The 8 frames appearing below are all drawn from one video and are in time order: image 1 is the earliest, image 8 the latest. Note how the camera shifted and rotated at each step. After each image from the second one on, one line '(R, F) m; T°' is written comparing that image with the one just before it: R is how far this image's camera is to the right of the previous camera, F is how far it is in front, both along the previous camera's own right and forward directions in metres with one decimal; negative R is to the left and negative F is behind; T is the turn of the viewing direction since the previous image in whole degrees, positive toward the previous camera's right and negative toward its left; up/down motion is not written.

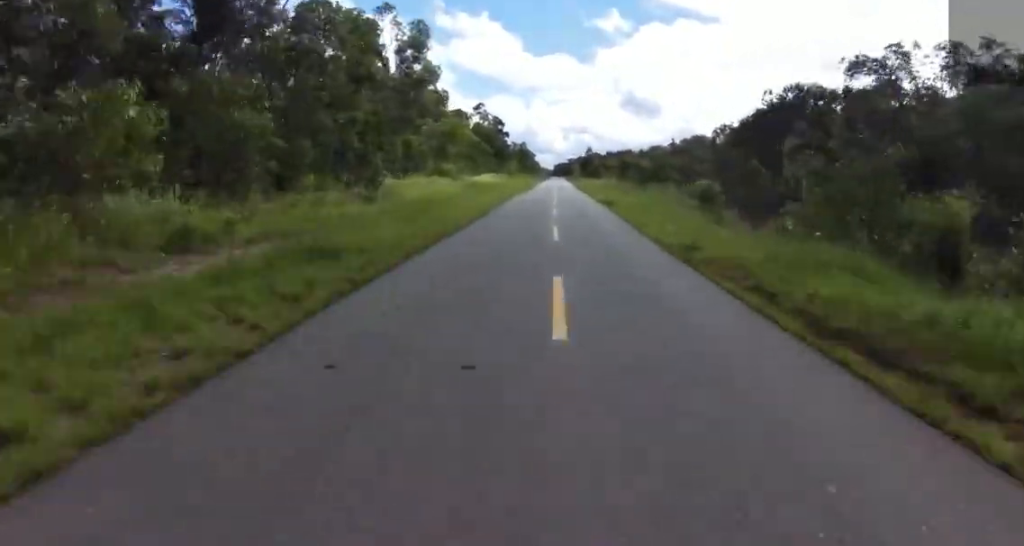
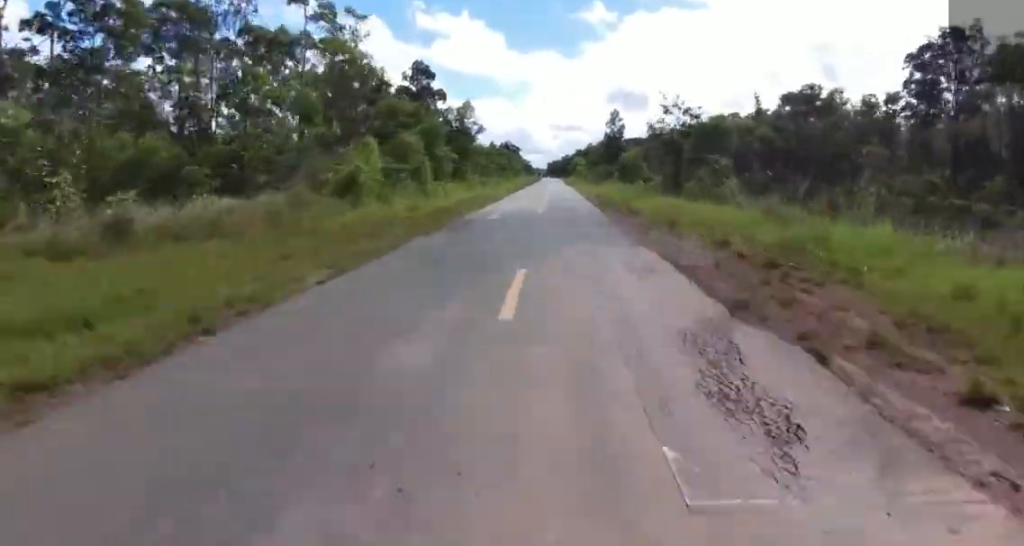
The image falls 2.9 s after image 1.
(-0.2, +85.7) m; +2°
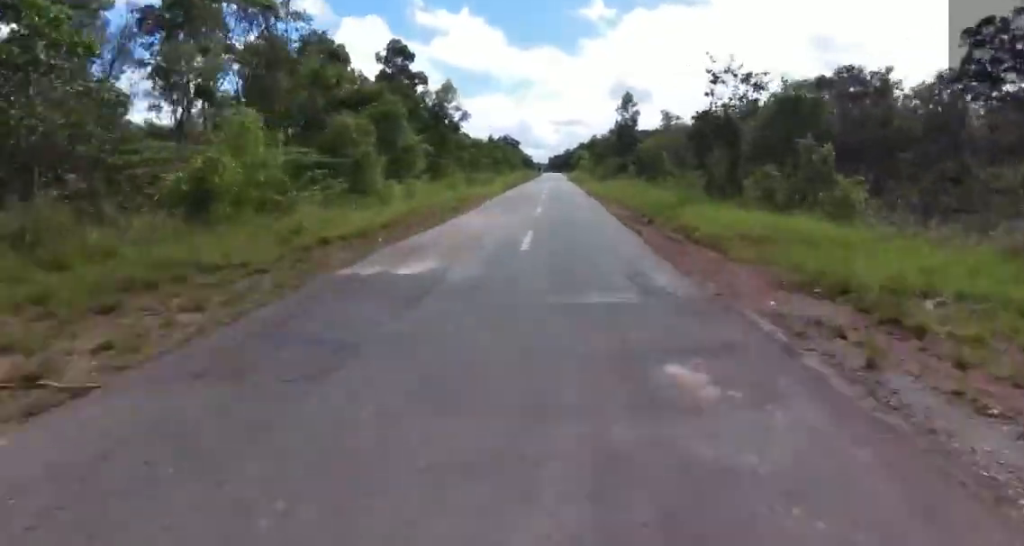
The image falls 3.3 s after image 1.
(0.0, +12.0) m; 0°
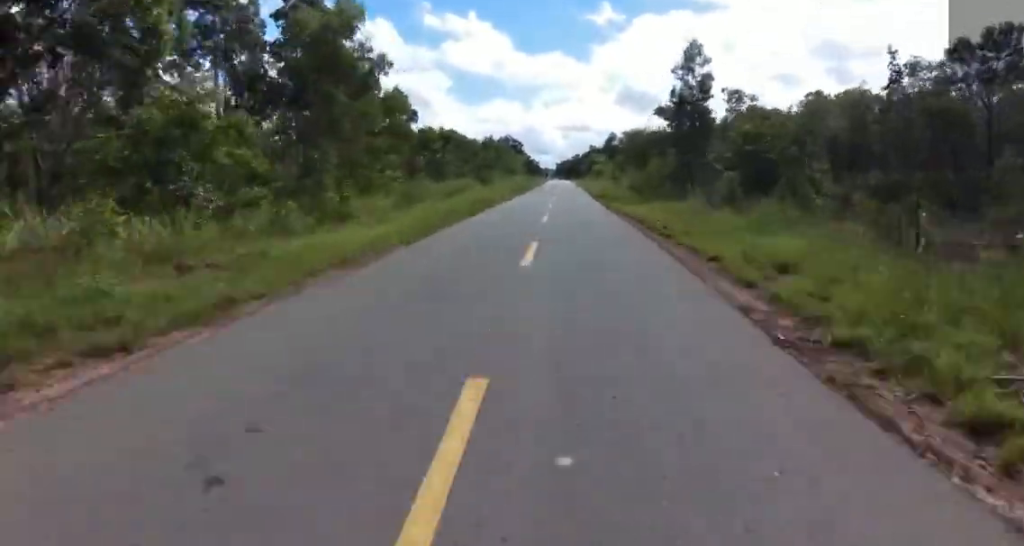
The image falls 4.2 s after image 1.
(+0.2, +26.7) m; -2°
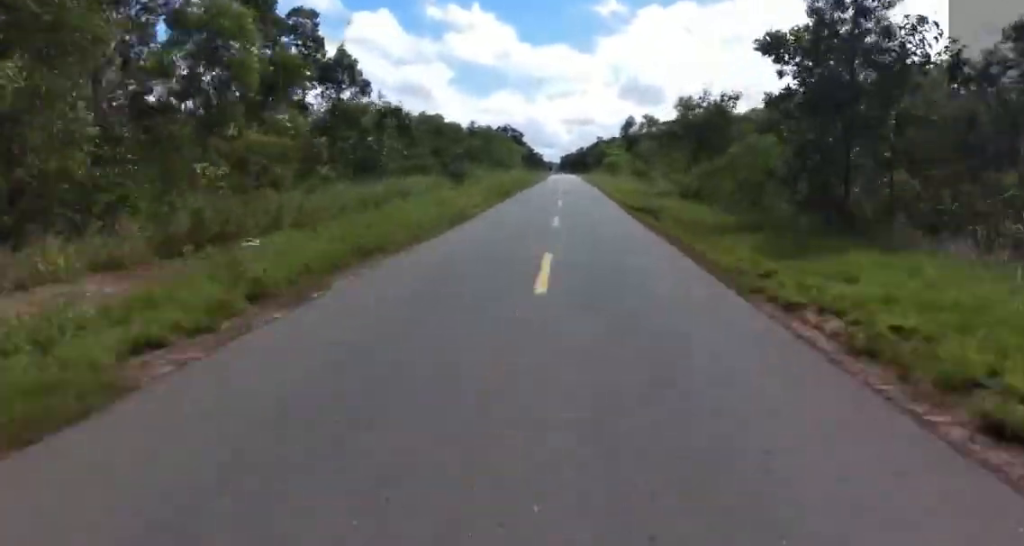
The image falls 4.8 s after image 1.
(-0.9, +17.6) m; 0°
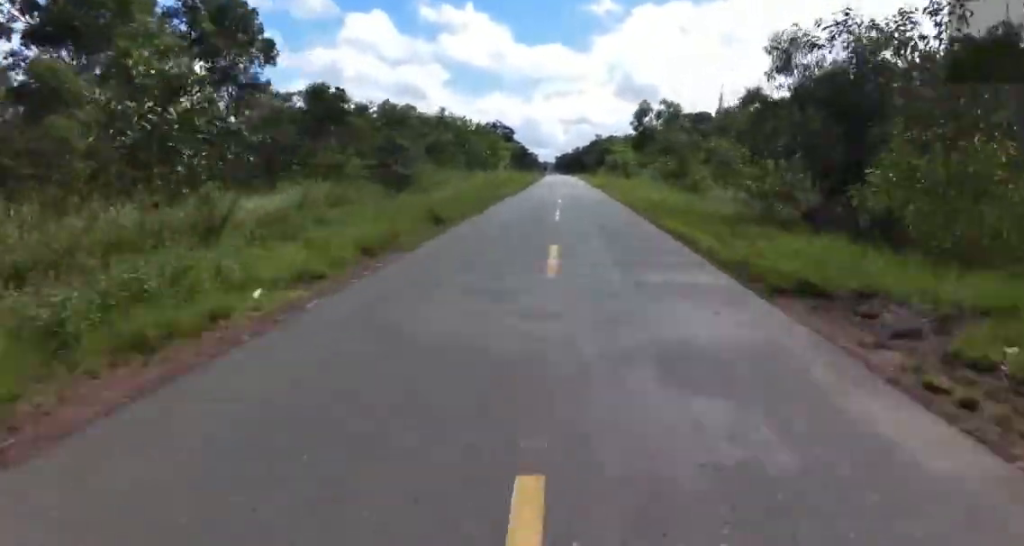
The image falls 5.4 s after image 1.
(-0.4, +16.6) m; 0°
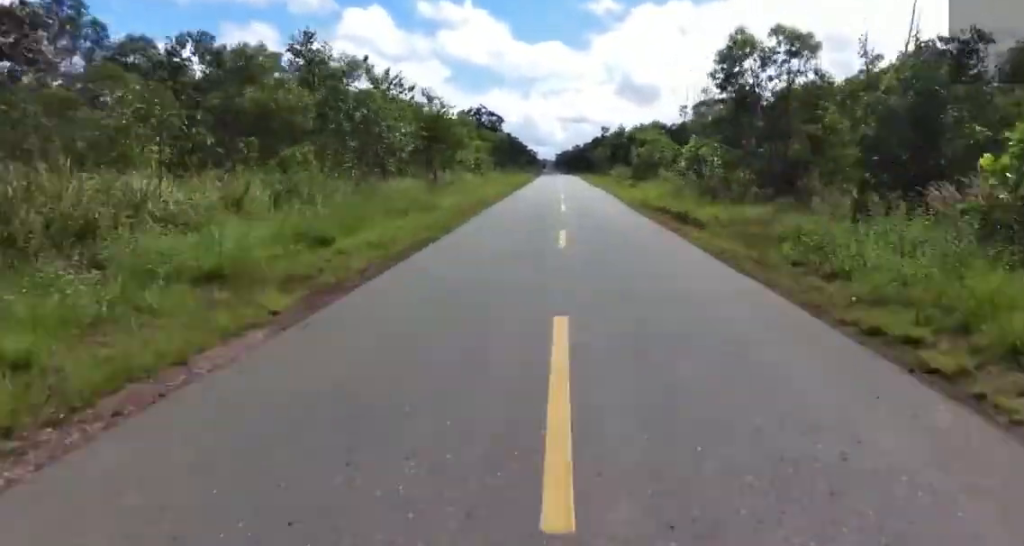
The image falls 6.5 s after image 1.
(+0.8, +31.9) m; 0°
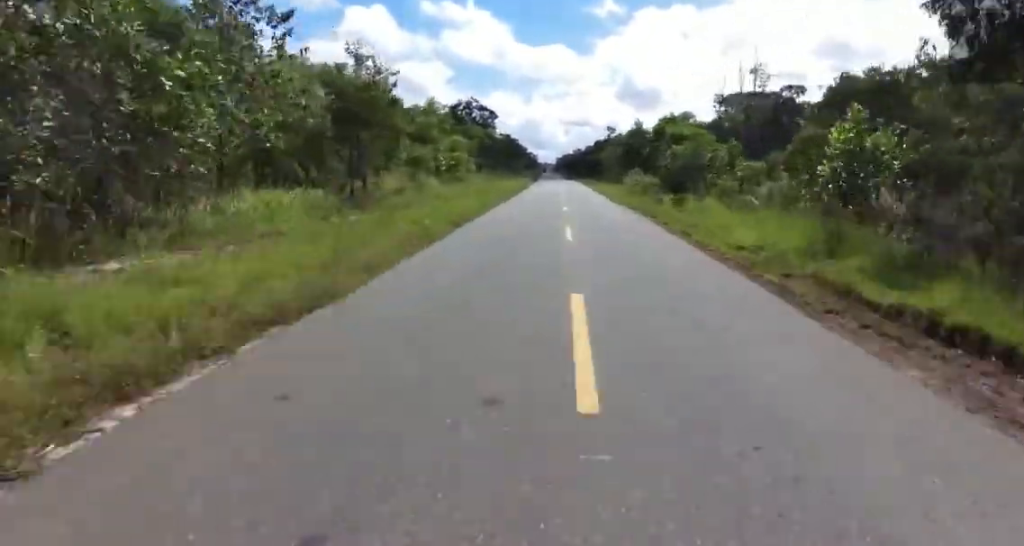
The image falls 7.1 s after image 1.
(-0.7, +15.1) m; 0°
